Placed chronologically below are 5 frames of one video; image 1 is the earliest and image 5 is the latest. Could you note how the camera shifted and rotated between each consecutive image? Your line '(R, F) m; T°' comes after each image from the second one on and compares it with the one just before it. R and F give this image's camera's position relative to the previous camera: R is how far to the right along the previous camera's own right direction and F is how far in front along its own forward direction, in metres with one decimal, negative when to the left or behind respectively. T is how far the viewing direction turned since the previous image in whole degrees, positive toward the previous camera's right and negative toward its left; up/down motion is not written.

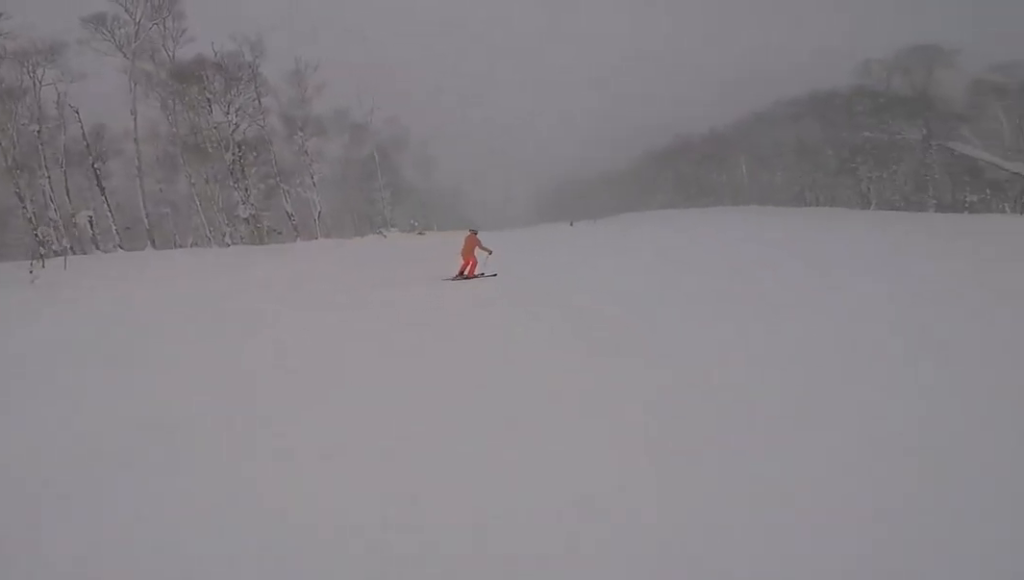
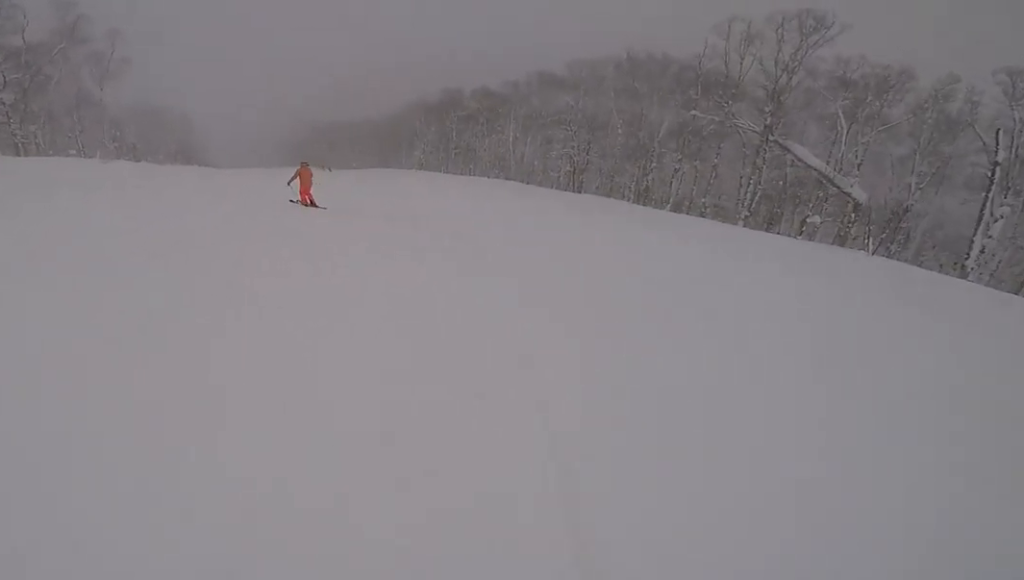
(+7.4, +18.9) m; +19°
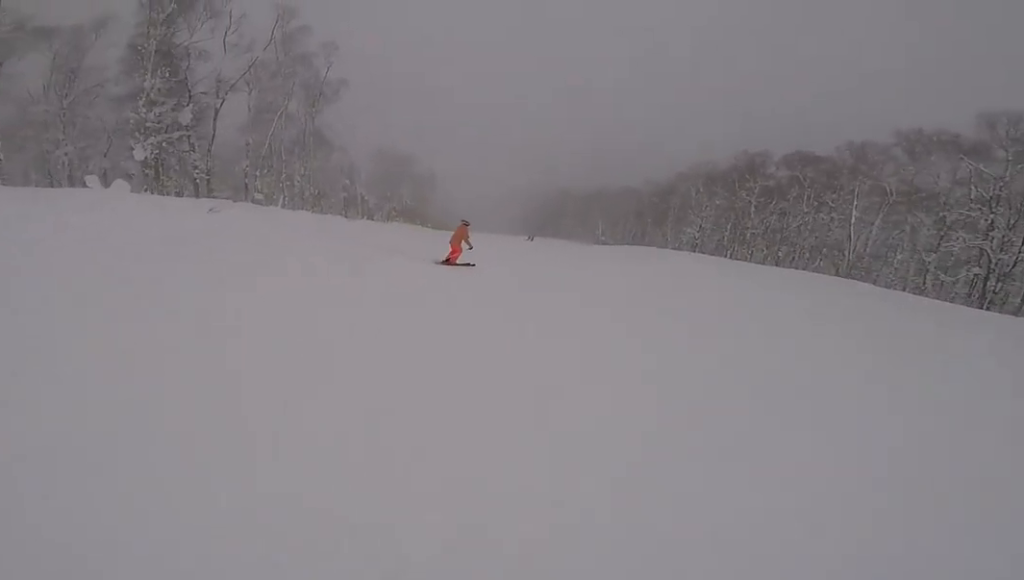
(-4.5, +13.3) m; -21°
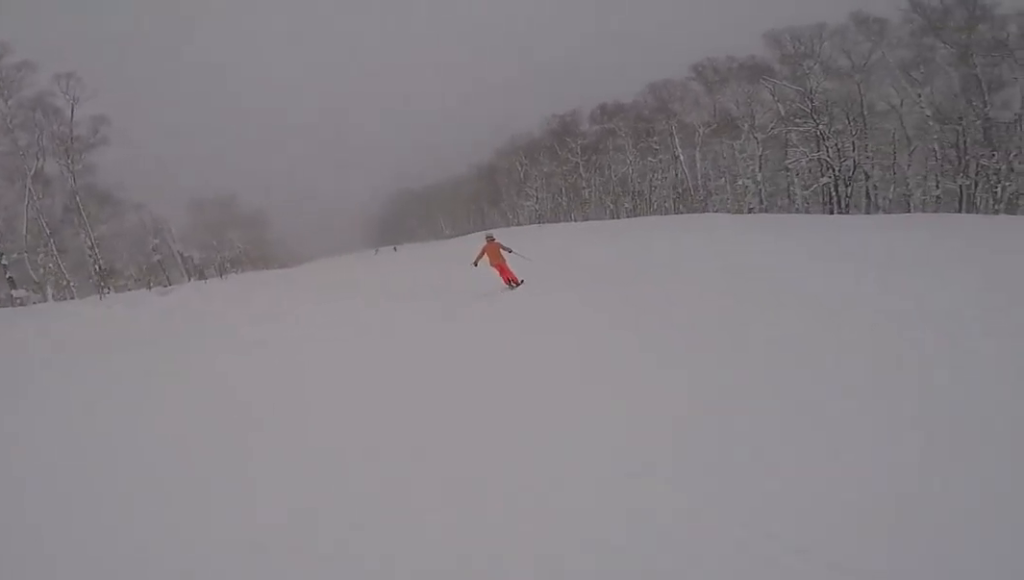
(+0.6, +7.1) m; +11°
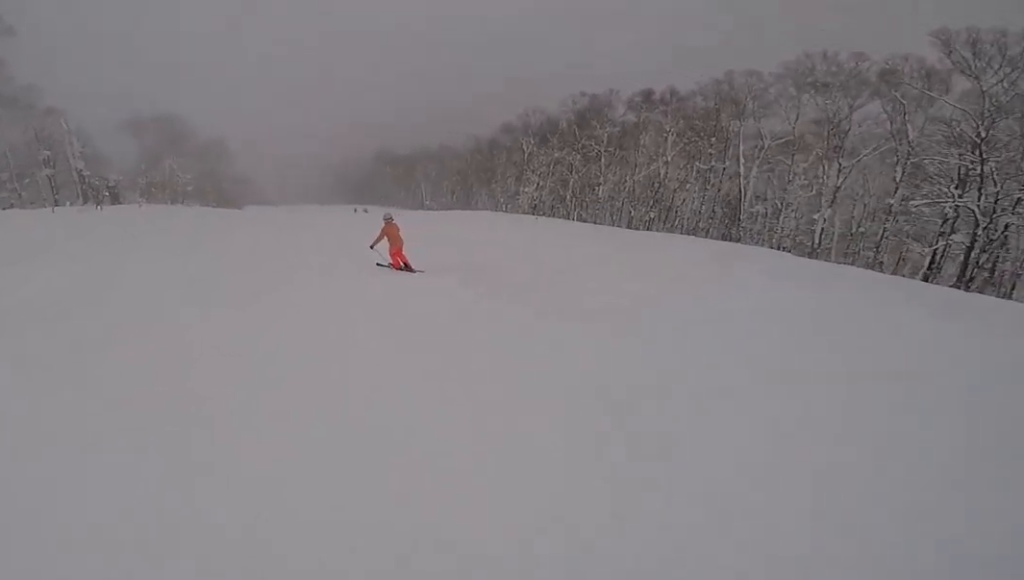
(+1.7, +11.4) m; 0°
